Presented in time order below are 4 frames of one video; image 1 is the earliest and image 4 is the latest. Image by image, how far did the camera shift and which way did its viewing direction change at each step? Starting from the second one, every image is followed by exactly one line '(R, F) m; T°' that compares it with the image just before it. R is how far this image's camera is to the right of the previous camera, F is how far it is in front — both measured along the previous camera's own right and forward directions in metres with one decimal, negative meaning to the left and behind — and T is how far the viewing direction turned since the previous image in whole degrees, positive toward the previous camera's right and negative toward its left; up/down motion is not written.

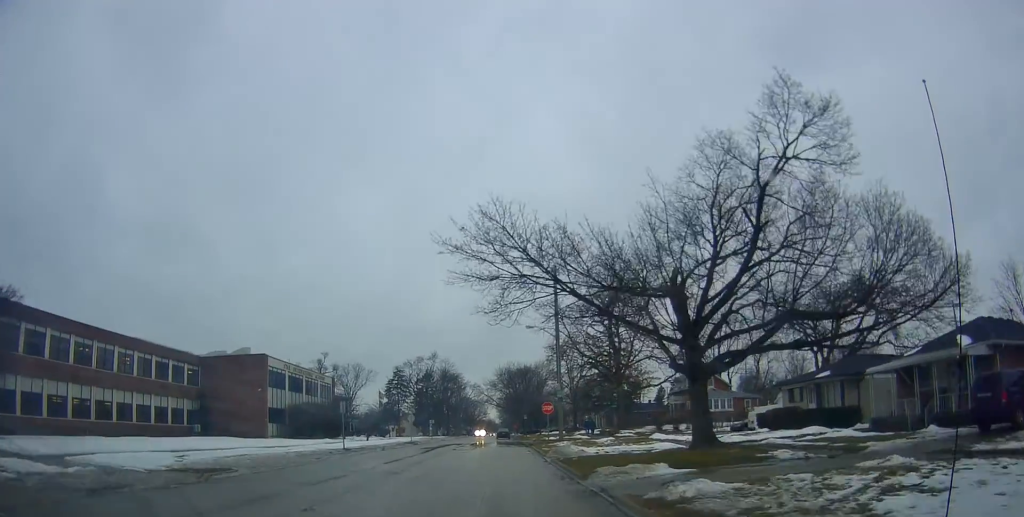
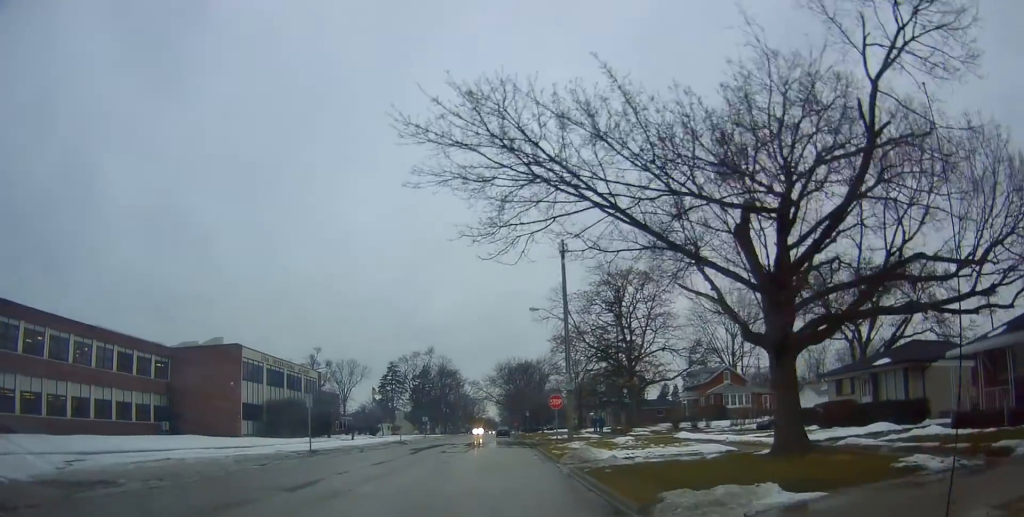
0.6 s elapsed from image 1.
(0.0, +5.6) m; 0°
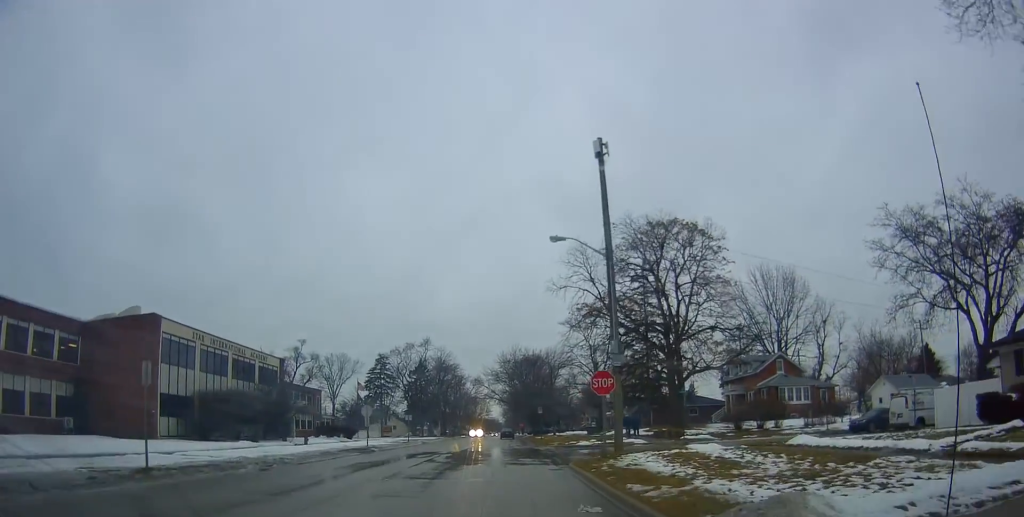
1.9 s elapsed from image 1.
(0.0, +14.3) m; 0°
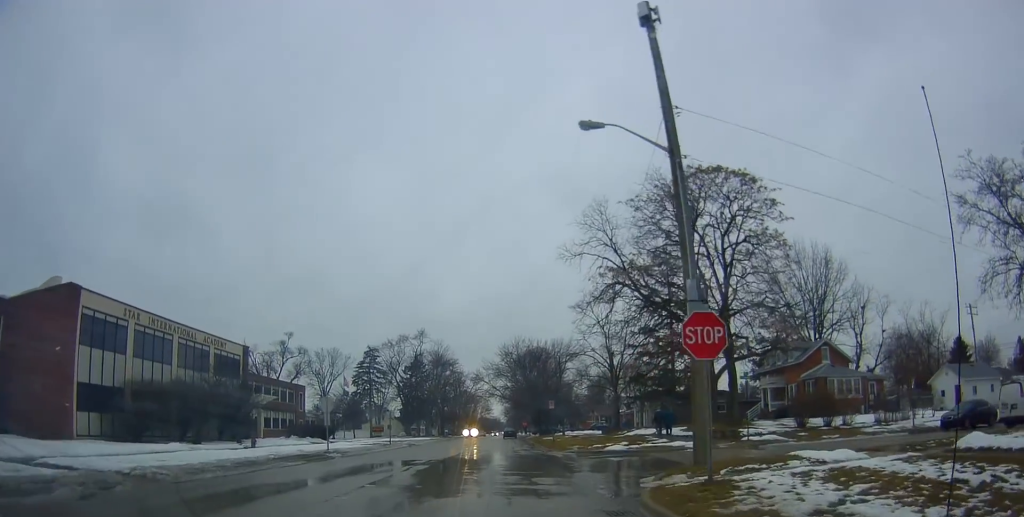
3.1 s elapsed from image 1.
(0.0, +11.6) m; 0°
